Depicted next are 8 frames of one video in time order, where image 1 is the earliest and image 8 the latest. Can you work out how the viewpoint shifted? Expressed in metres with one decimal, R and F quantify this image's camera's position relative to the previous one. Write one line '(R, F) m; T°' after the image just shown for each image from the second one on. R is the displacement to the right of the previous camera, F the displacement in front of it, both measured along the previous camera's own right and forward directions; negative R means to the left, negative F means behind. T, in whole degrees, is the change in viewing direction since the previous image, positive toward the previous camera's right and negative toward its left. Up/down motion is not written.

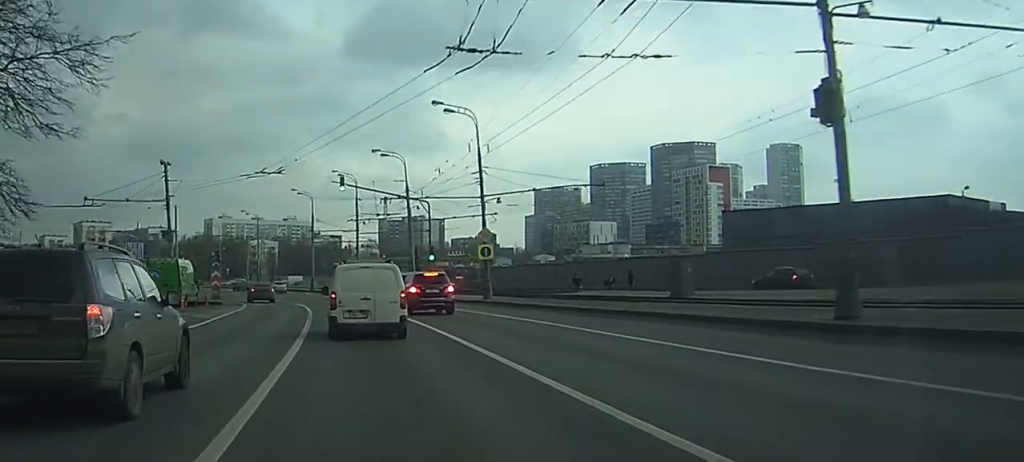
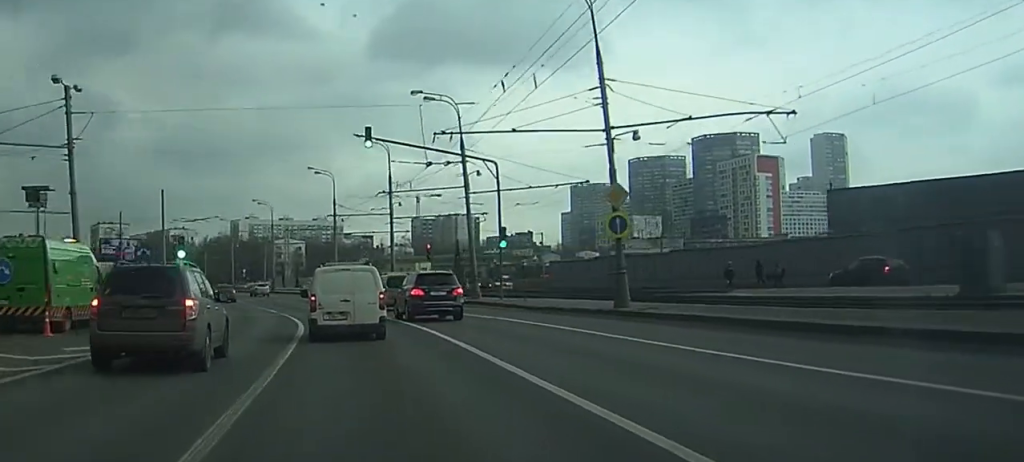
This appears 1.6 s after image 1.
(-0.6, +24.1) m; -2°
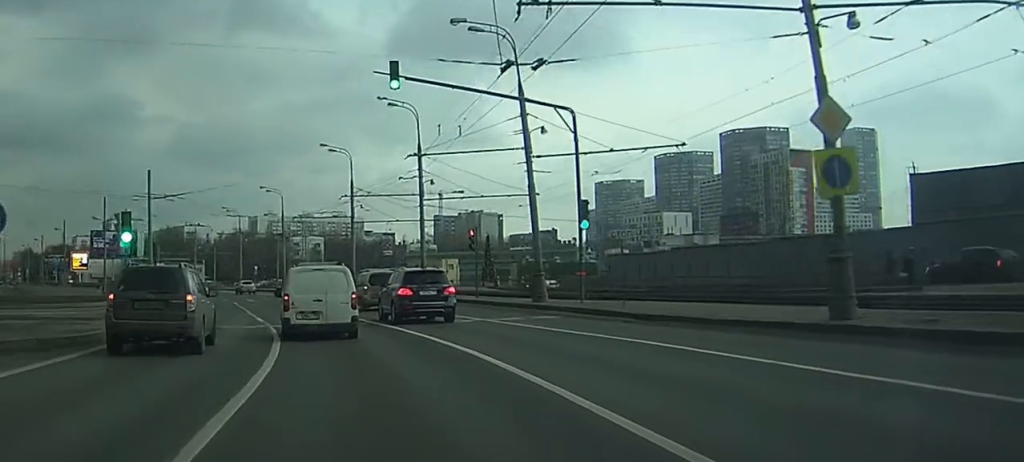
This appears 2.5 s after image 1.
(0.0, +14.5) m; -1°
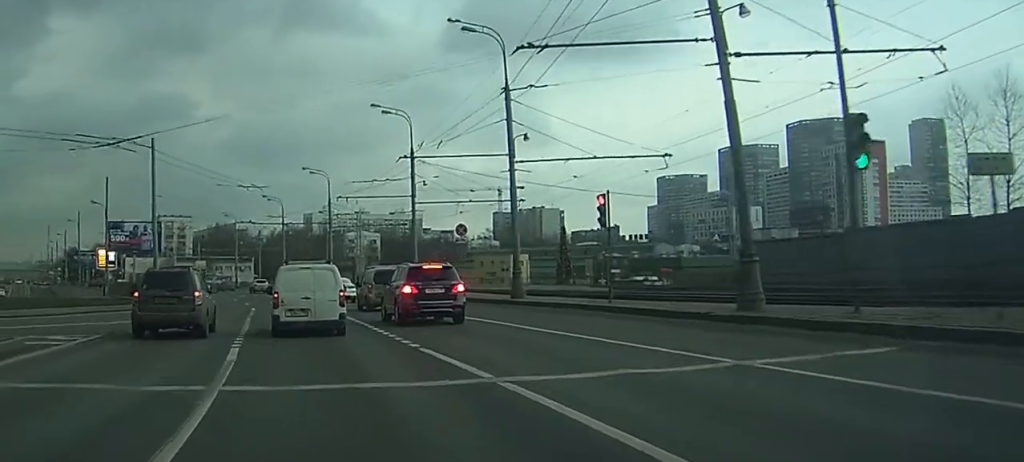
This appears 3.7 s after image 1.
(-0.5, +17.4) m; -3°
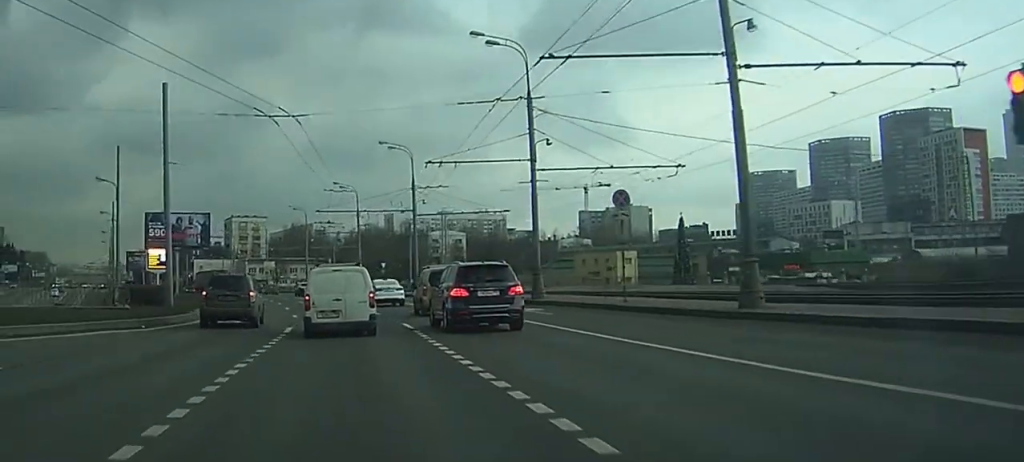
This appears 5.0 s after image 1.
(-0.7, +18.3) m; -4°
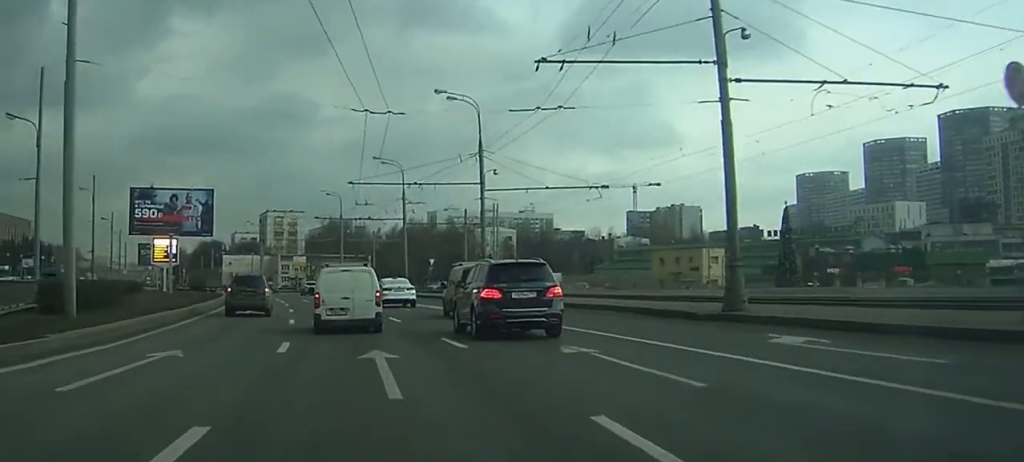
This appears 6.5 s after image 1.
(-0.7, +19.8) m; -4°
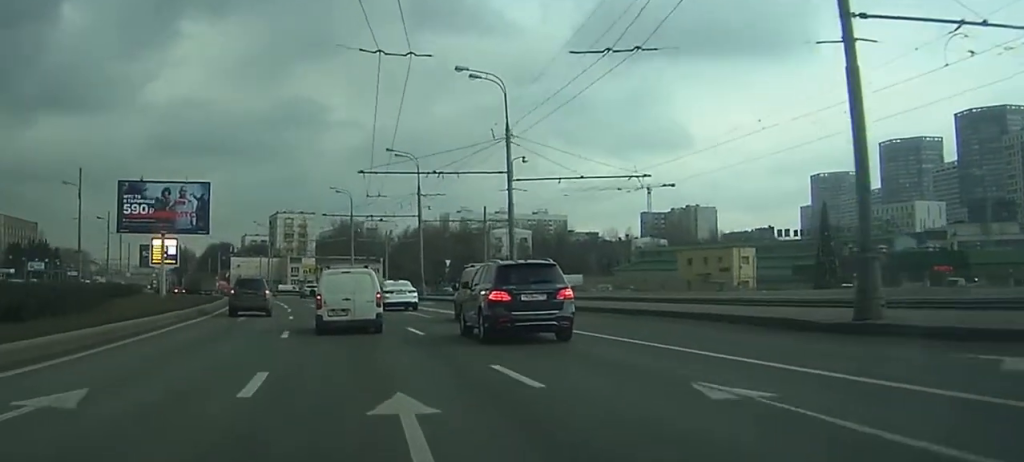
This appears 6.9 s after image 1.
(-0.1, +6.4) m; -1°
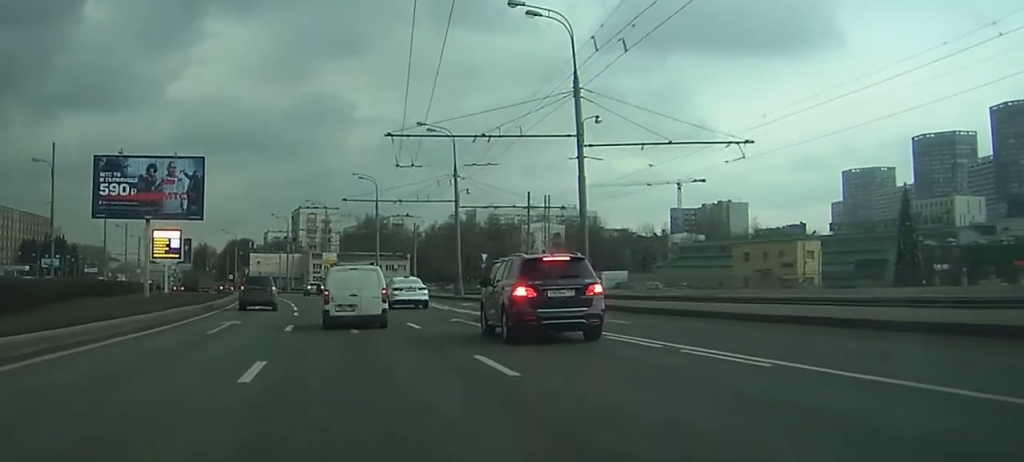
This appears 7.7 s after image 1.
(-0.1, +10.9) m; -1°
